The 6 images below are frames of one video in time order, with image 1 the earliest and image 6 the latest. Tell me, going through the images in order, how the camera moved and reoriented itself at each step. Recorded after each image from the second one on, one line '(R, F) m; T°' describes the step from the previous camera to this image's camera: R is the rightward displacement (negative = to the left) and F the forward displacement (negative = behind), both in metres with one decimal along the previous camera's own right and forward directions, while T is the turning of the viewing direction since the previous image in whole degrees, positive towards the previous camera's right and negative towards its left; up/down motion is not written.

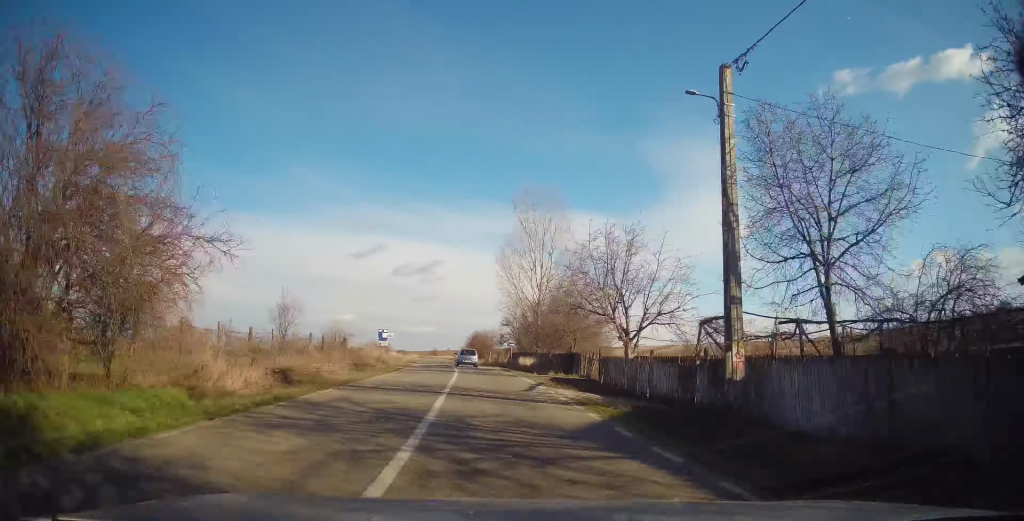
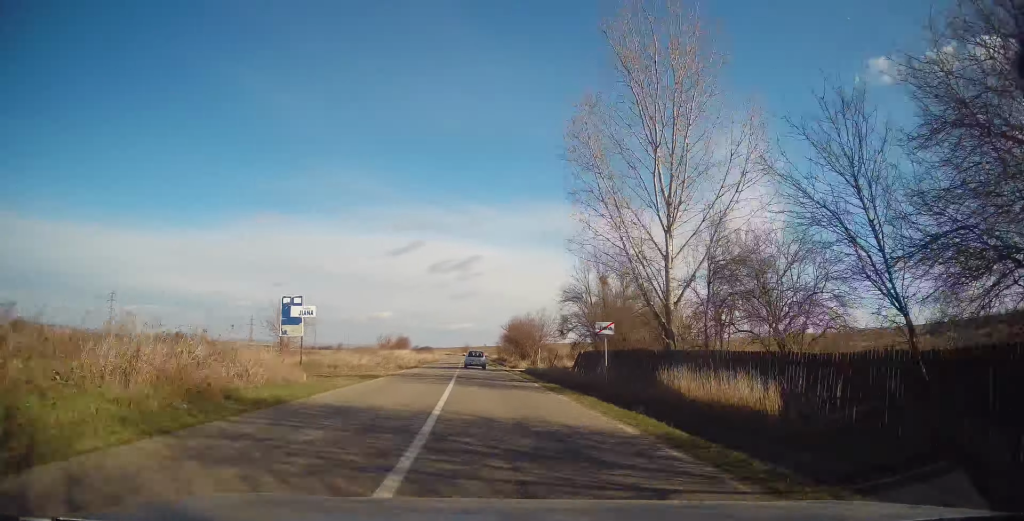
(-0.7, +30.1) m; -2°
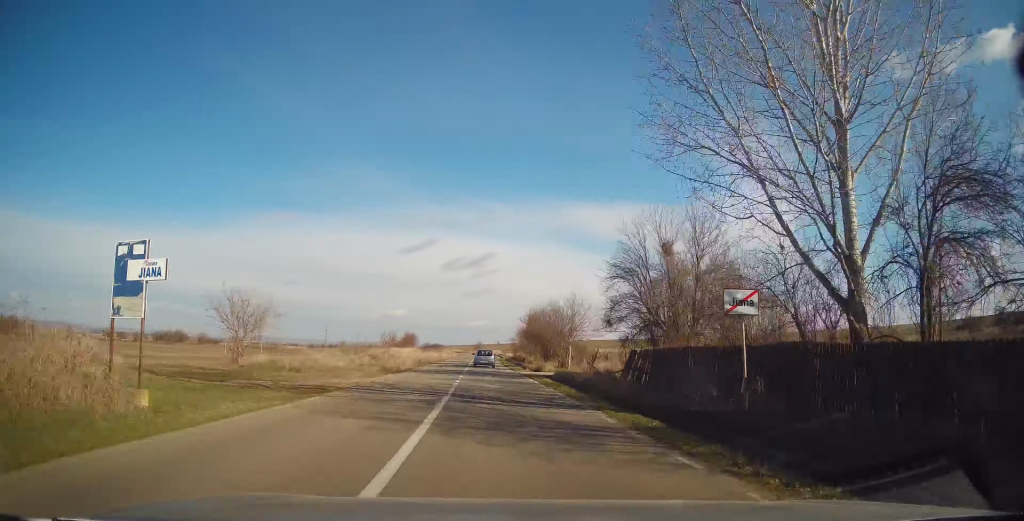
(+0.1, +10.3) m; -2°
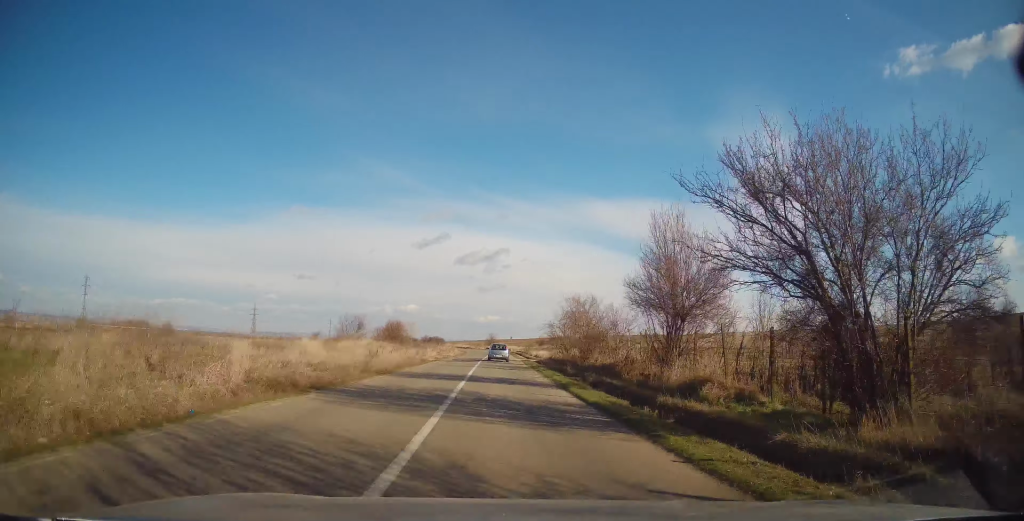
(-1.0, +36.6) m; -1°
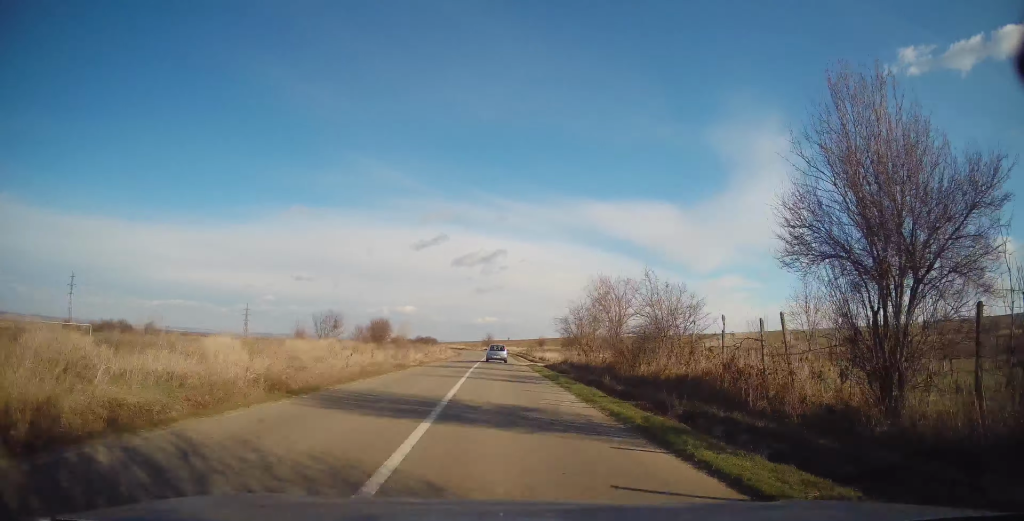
(-0.1, +9.6) m; 0°
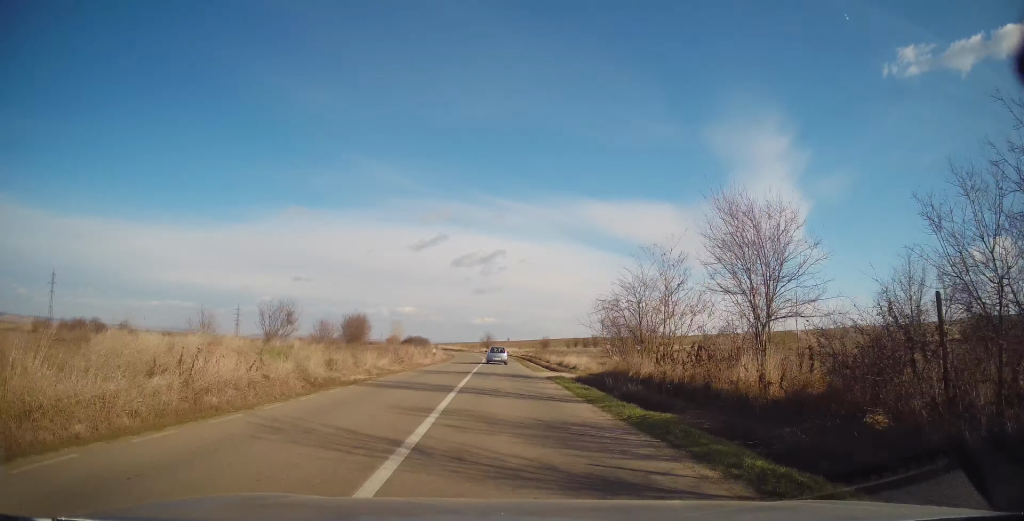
(-0.1, +13.8) m; -1°
